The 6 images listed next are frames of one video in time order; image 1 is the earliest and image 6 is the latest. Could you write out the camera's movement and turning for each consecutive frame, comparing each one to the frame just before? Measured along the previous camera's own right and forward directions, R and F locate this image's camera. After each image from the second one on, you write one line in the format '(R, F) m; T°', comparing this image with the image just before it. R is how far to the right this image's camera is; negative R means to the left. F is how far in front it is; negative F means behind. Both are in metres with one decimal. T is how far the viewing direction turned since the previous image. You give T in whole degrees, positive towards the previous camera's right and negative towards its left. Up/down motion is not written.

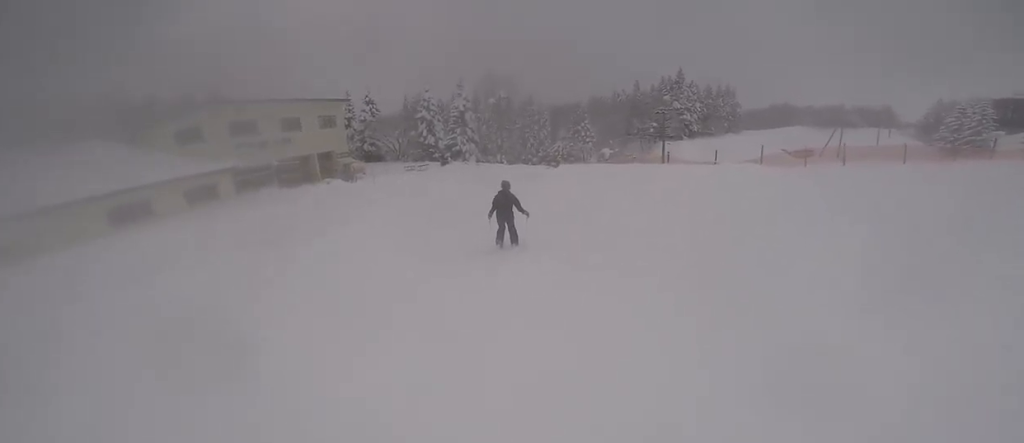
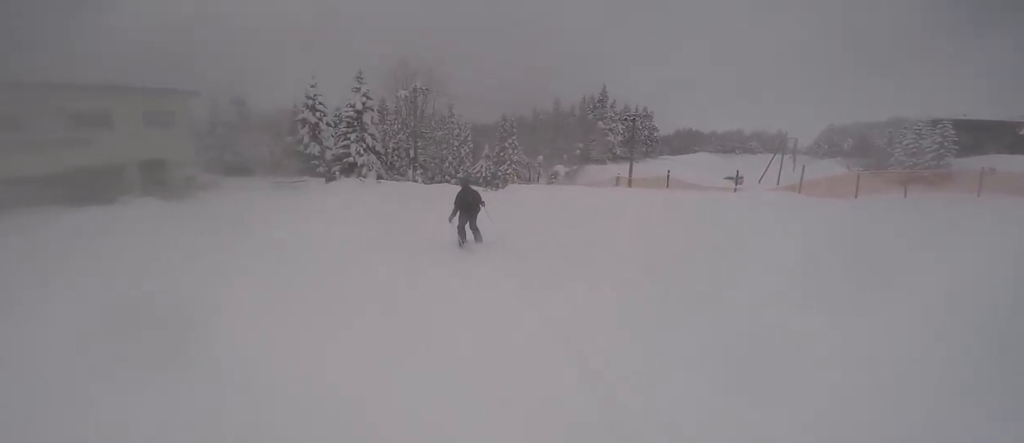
(0.0, +12.9) m; -1°
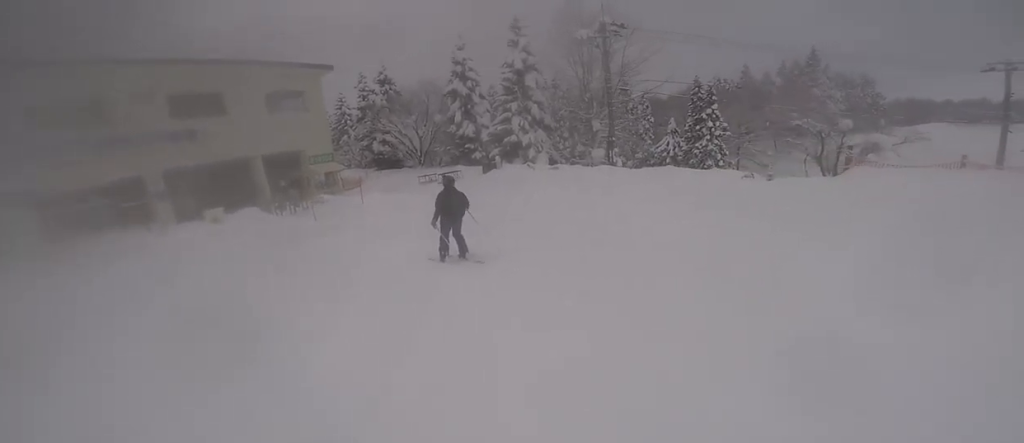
(-1.0, +11.6) m; -12°
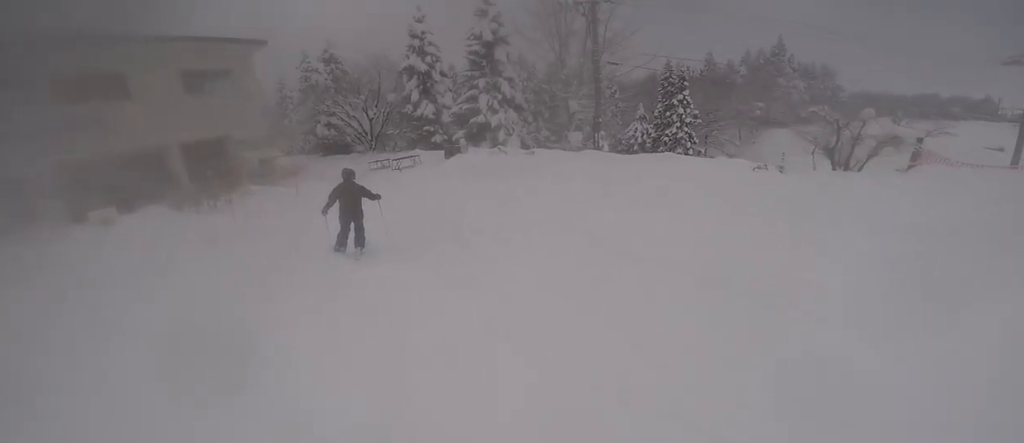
(-0.4, +2.8) m; 0°
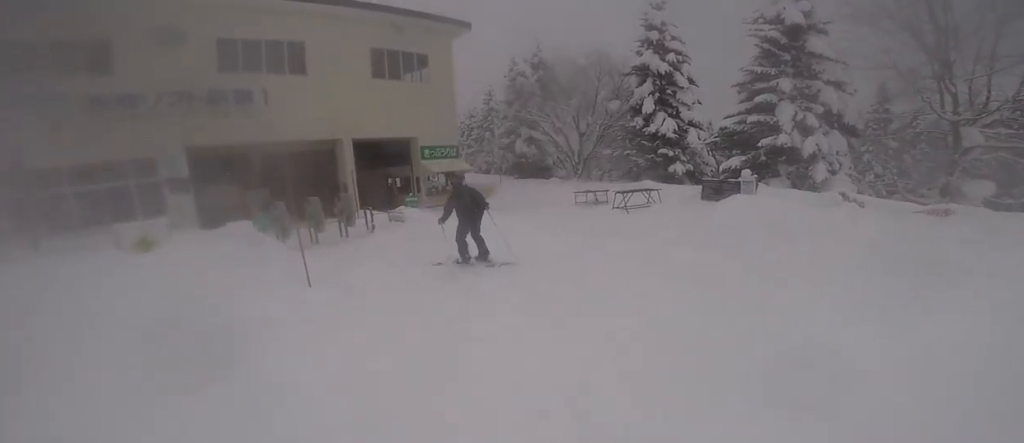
(-0.1, +8.7) m; -17°
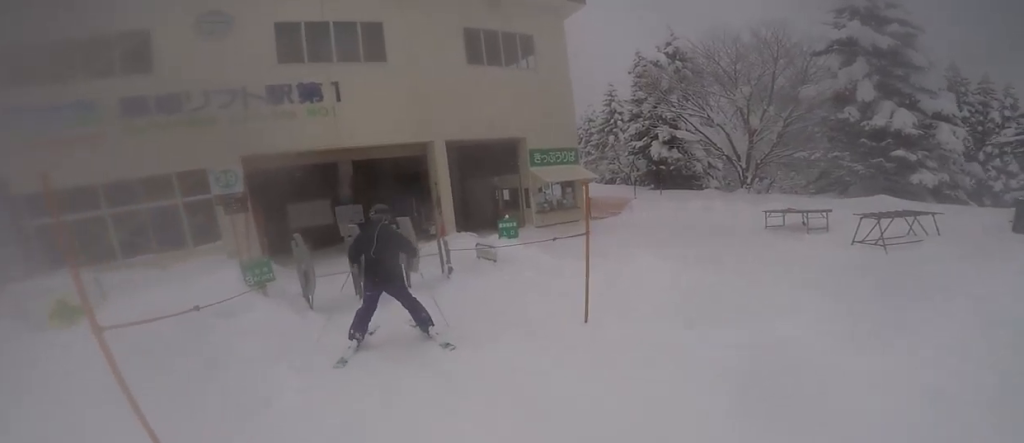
(-1.2, +3.7) m; -30°
